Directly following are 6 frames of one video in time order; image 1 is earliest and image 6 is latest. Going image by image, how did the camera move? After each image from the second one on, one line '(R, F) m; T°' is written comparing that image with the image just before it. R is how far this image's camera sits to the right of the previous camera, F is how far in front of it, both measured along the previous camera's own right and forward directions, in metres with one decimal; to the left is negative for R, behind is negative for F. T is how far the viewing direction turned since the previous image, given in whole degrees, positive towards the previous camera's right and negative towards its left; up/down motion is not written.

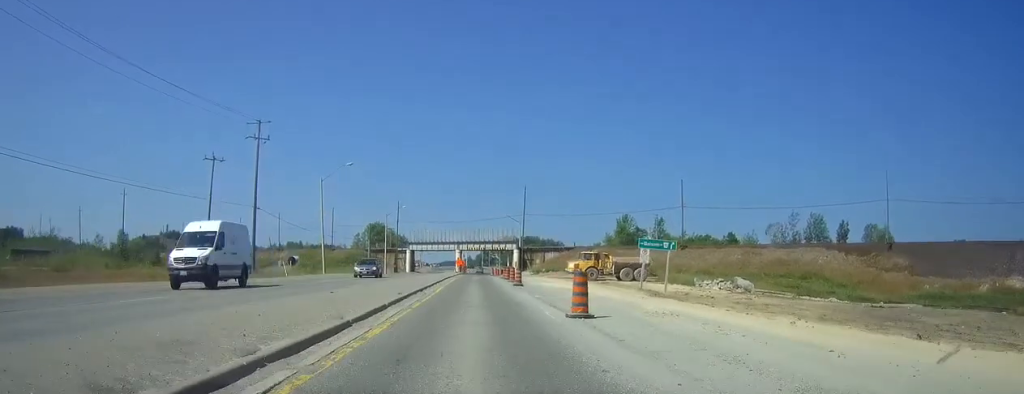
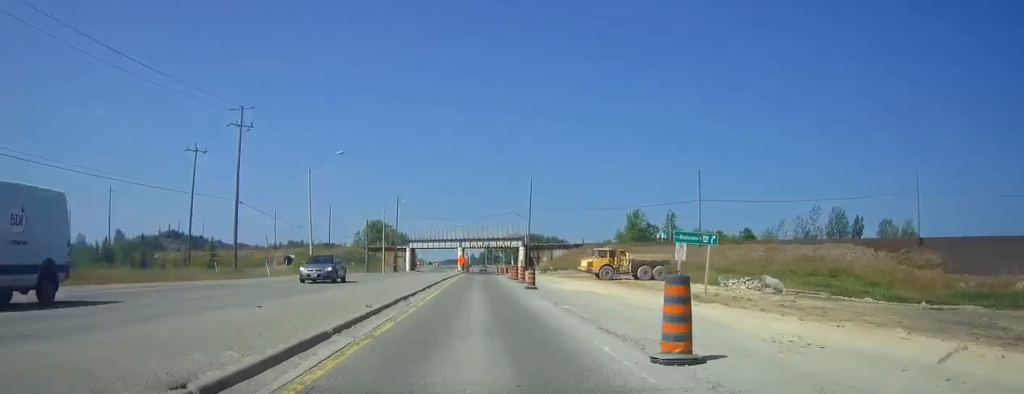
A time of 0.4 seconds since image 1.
(-0.1, +7.3) m; 0°
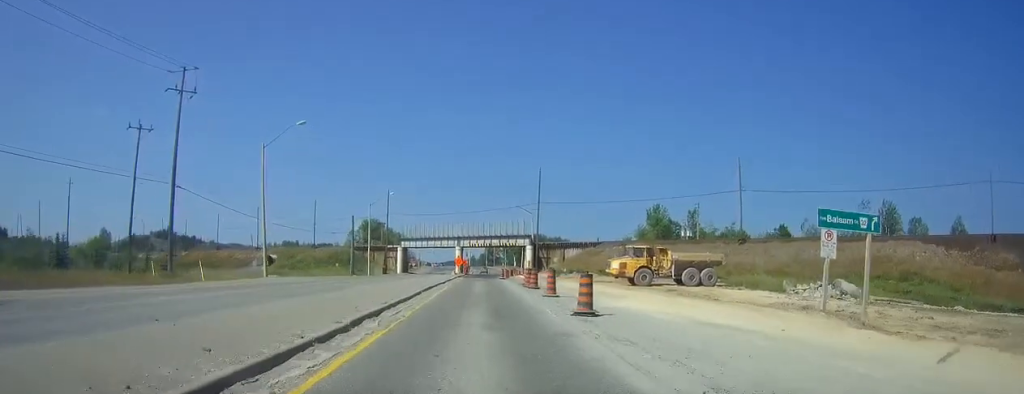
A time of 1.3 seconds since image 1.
(-0.1, +16.3) m; 0°
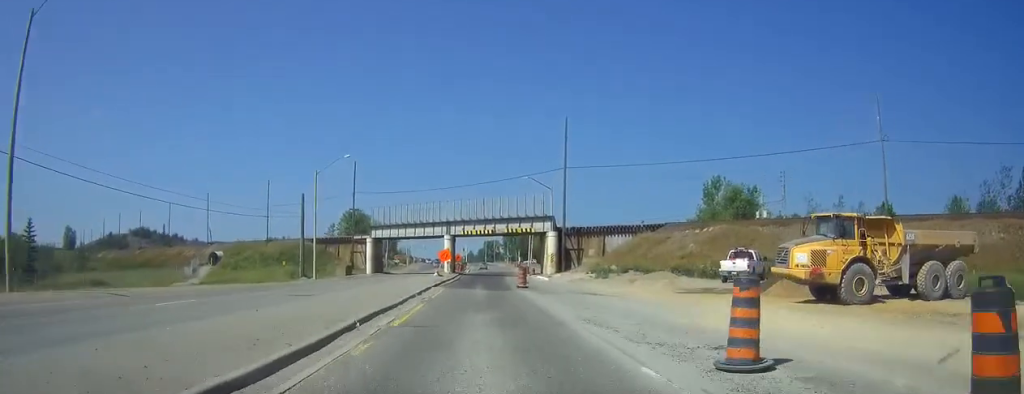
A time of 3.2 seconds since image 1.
(0.0, +33.9) m; 0°
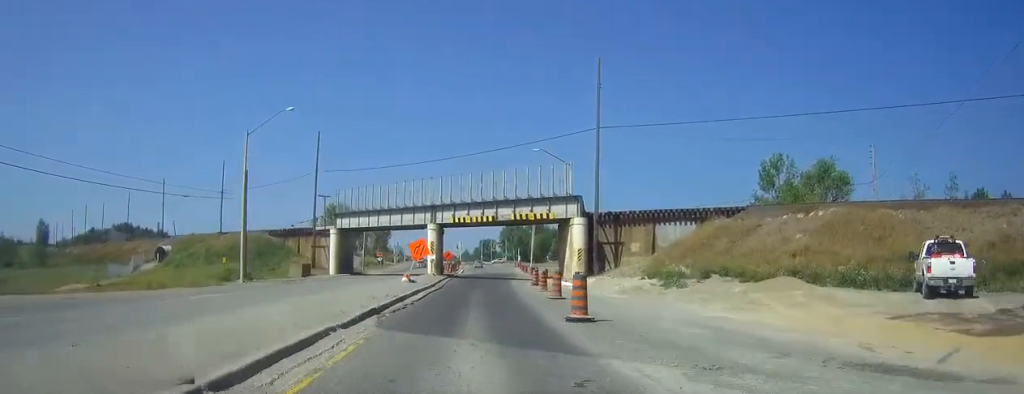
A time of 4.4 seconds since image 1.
(0.0, +21.4) m; 0°
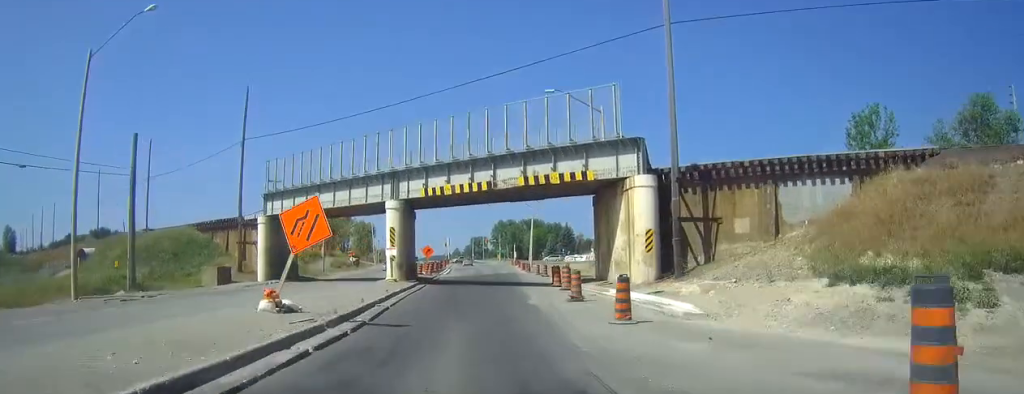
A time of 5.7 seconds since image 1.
(+0.2, +22.0) m; +1°
